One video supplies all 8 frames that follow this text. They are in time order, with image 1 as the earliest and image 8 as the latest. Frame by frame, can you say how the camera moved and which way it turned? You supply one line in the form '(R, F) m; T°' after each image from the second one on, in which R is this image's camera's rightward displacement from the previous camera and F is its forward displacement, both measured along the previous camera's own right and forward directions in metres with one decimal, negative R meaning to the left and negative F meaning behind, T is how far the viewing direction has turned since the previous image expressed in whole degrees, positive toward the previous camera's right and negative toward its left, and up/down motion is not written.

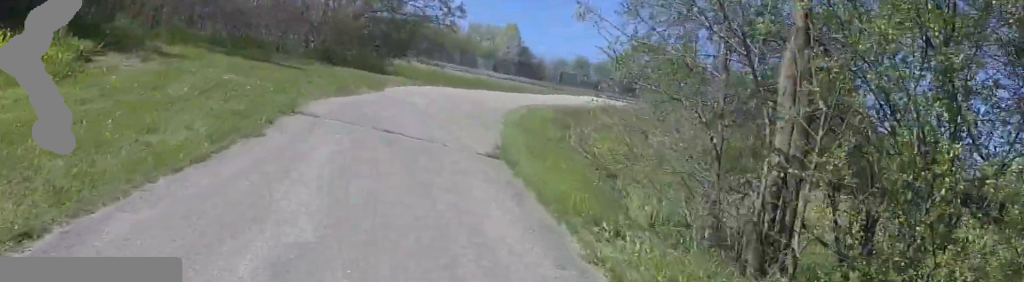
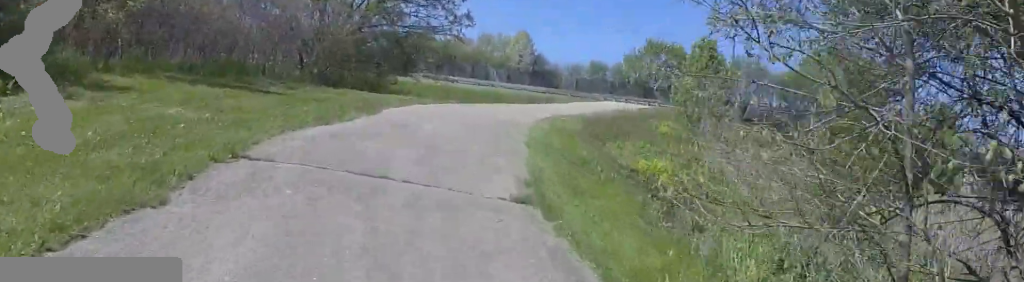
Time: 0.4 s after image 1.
(-0.2, +2.7) m; -6°
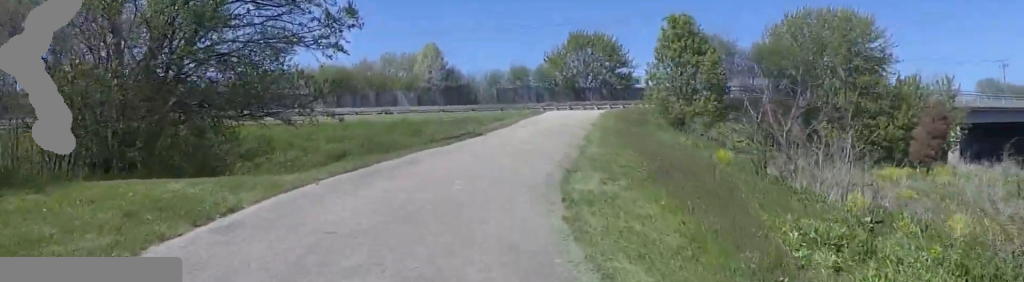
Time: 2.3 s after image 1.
(-1.6, +10.4) m; -7°
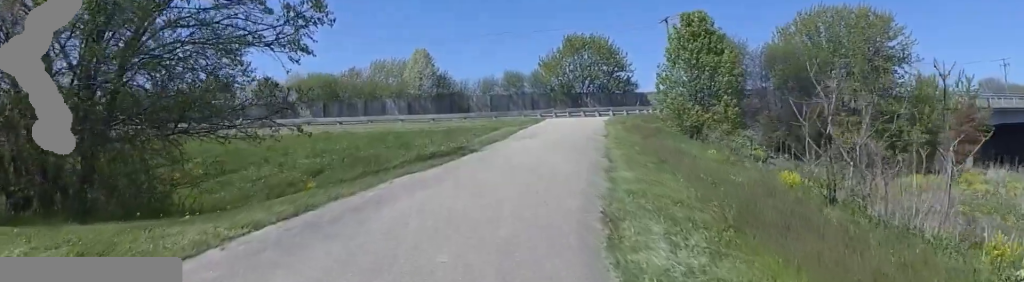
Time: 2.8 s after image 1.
(+0.4, +3.1) m; +5°
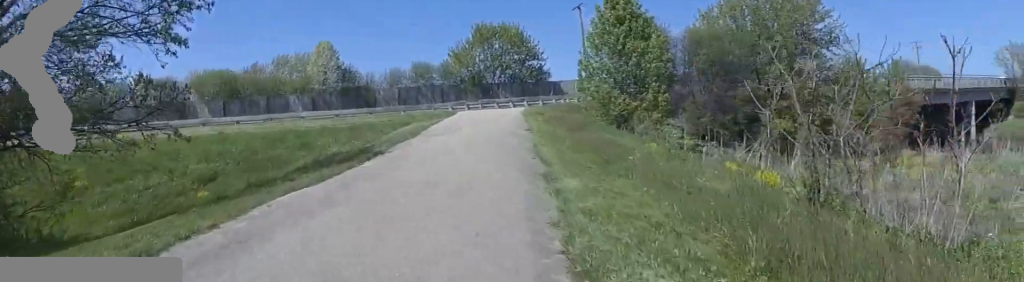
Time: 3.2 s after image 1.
(+0.2, +2.3) m; +4°
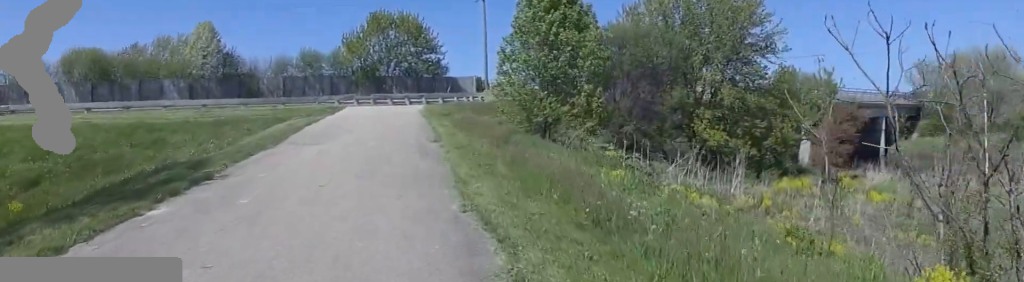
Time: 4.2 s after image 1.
(+0.1, +5.3) m; +12°
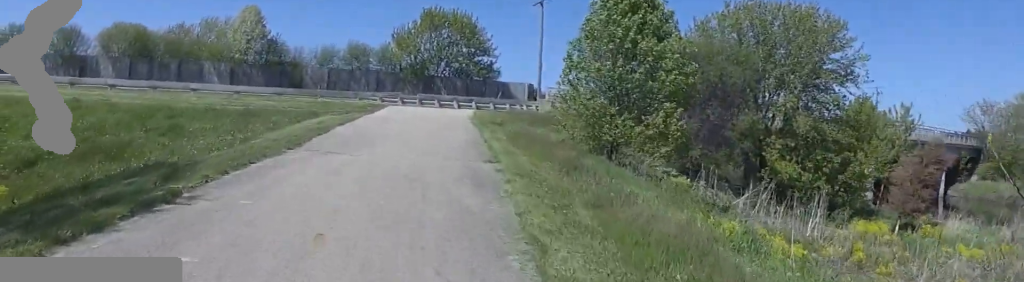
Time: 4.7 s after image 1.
(+0.3, +2.7) m; +3°
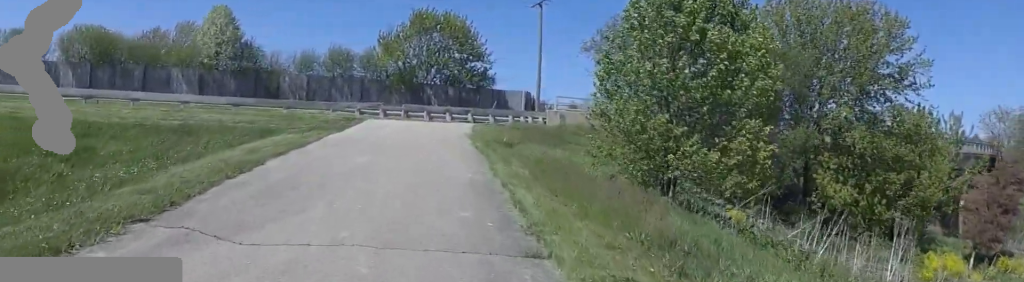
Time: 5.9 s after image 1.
(+0.2, +5.7) m; +1°
